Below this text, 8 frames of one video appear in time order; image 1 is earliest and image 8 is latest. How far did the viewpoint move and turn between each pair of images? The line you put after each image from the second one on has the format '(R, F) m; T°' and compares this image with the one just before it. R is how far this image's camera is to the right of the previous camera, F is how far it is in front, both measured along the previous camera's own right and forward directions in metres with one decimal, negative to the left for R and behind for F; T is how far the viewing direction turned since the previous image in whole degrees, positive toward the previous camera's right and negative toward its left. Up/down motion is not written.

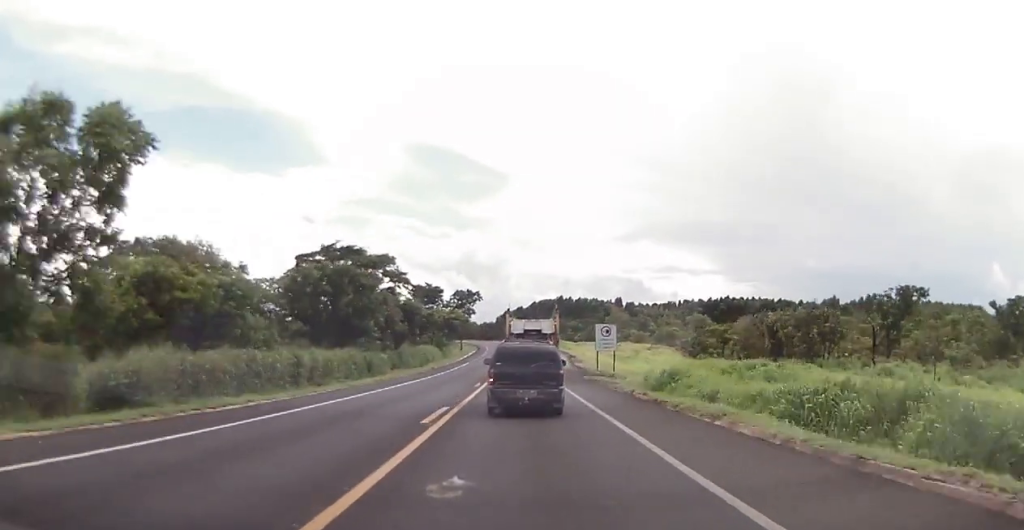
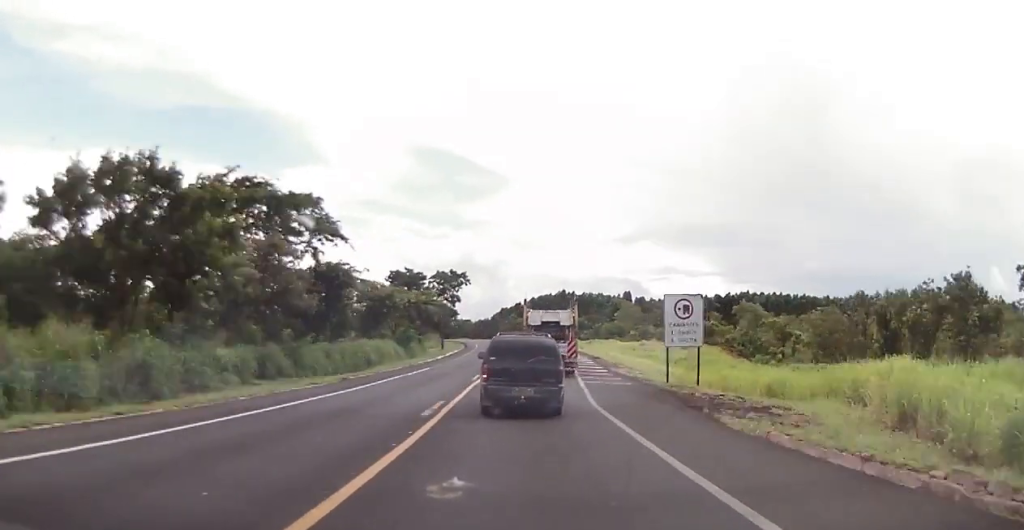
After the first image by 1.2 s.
(0.0, +31.0) m; 0°
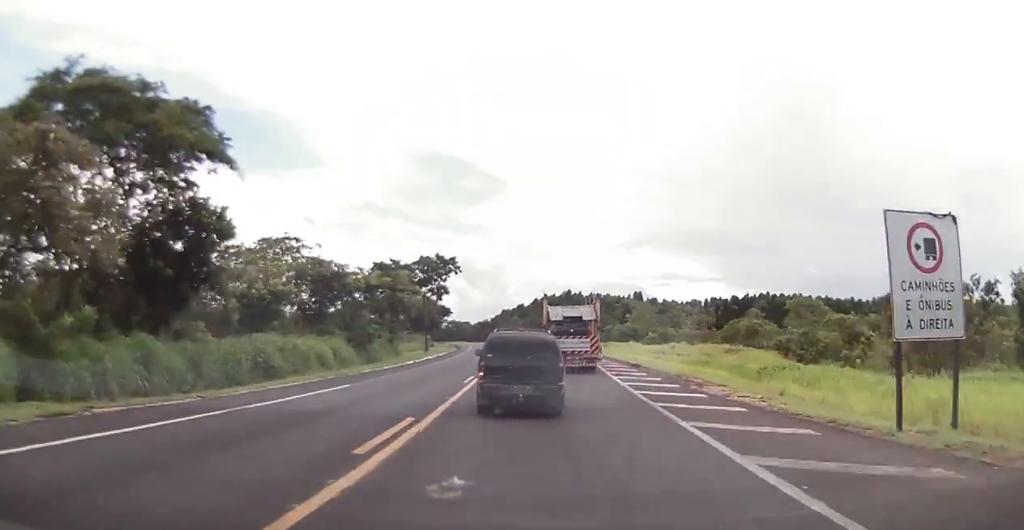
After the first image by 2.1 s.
(0.0, +21.1) m; 0°
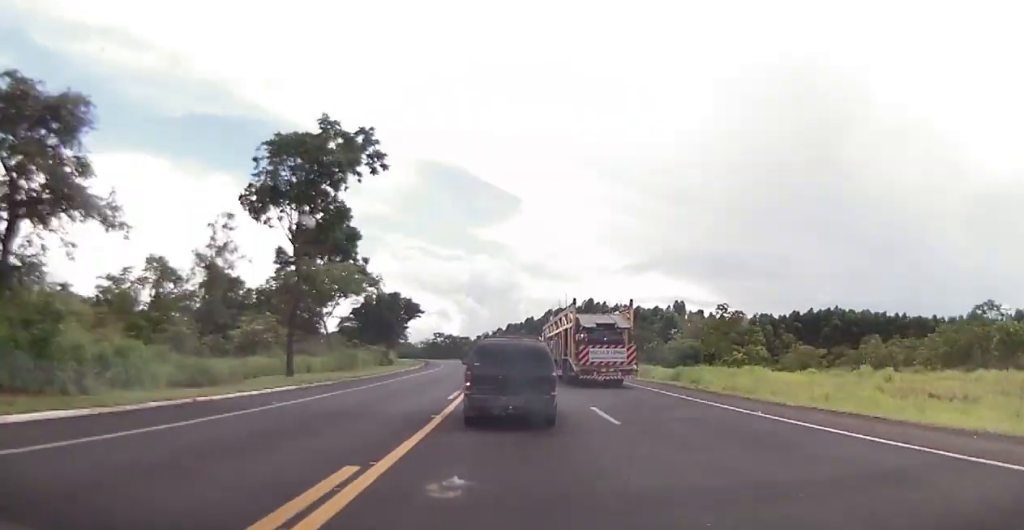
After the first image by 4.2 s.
(-0.2, +54.0) m; -1°
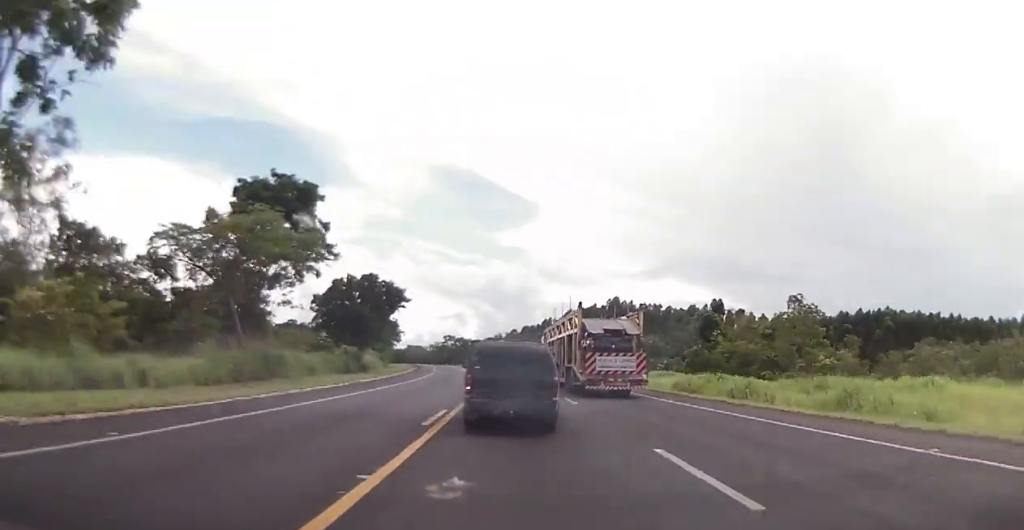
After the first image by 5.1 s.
(-0.2, +23.6) m; 0°
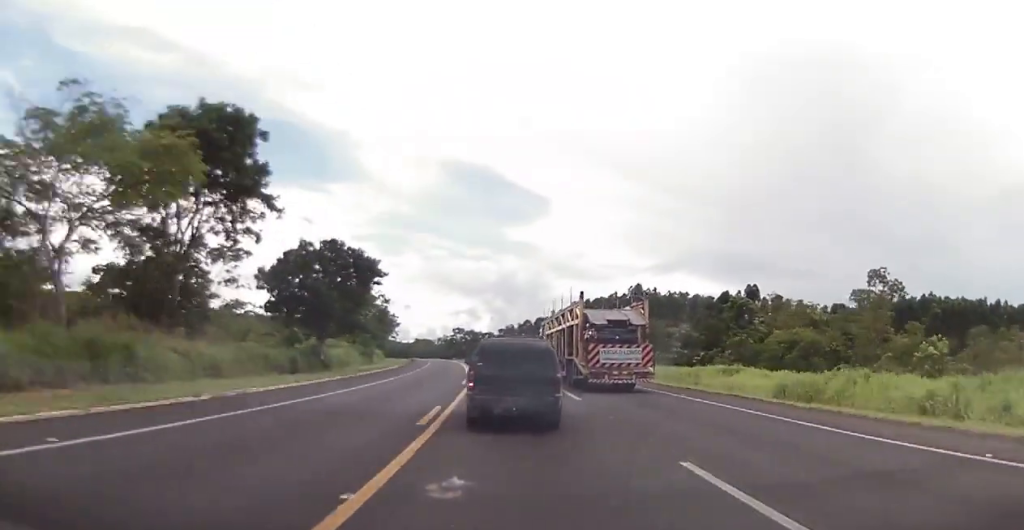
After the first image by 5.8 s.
(+0.3, +17.8) m; 0°
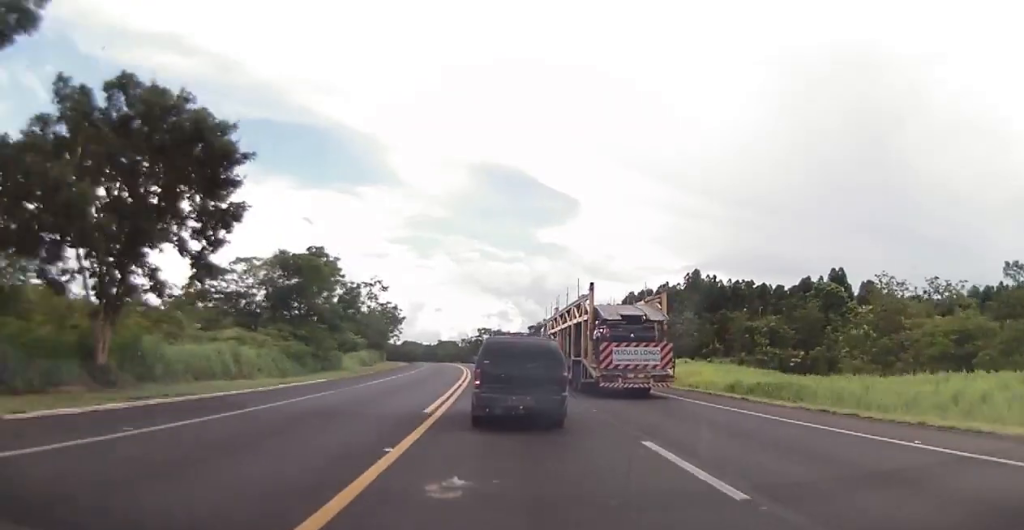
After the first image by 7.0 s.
(-0.8, +30.5) m; -3°
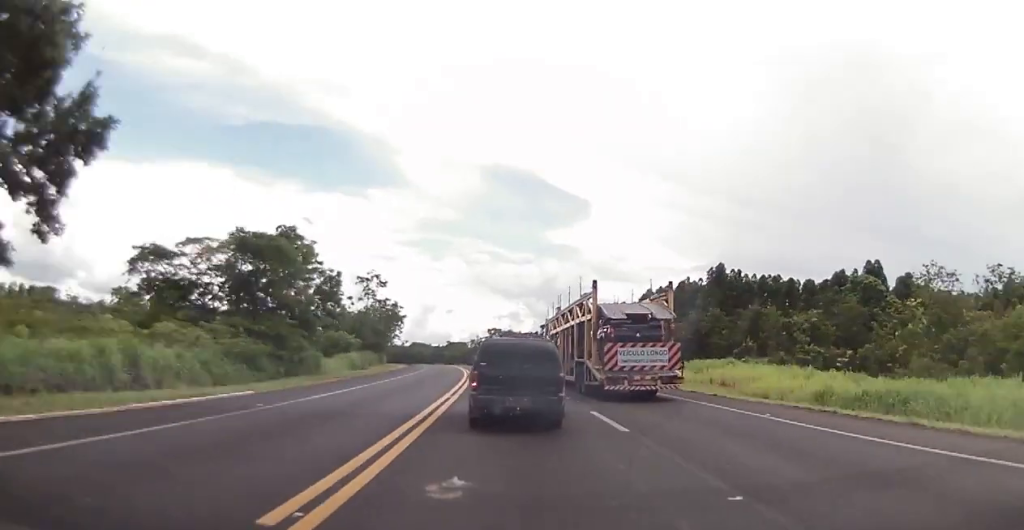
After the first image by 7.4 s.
(-0.2, +10.1) m; 0°
